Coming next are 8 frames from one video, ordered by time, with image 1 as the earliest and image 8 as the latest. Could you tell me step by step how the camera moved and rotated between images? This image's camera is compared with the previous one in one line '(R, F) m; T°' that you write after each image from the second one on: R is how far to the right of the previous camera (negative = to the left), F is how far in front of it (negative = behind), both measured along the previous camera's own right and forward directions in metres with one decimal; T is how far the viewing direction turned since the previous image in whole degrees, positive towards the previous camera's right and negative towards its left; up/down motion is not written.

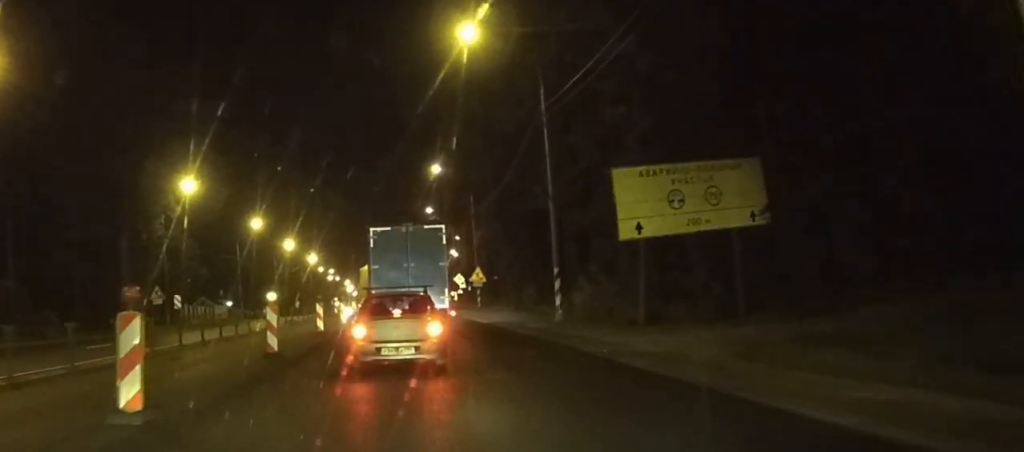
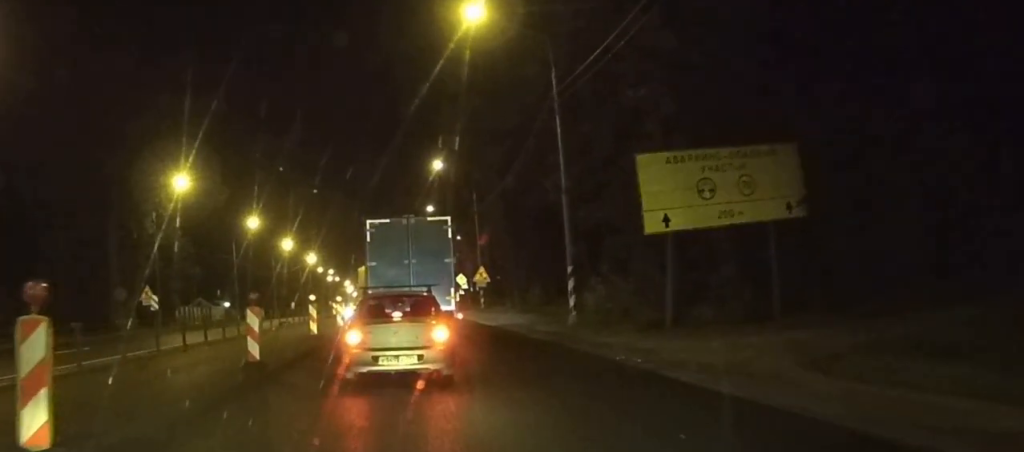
(0.0, +1.9) m; -1°
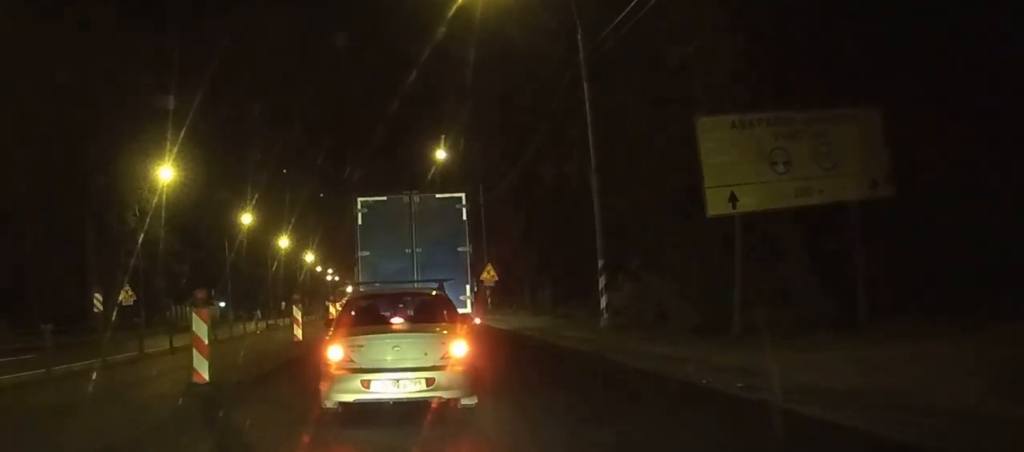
(-0.1, +3.1) m; -1°
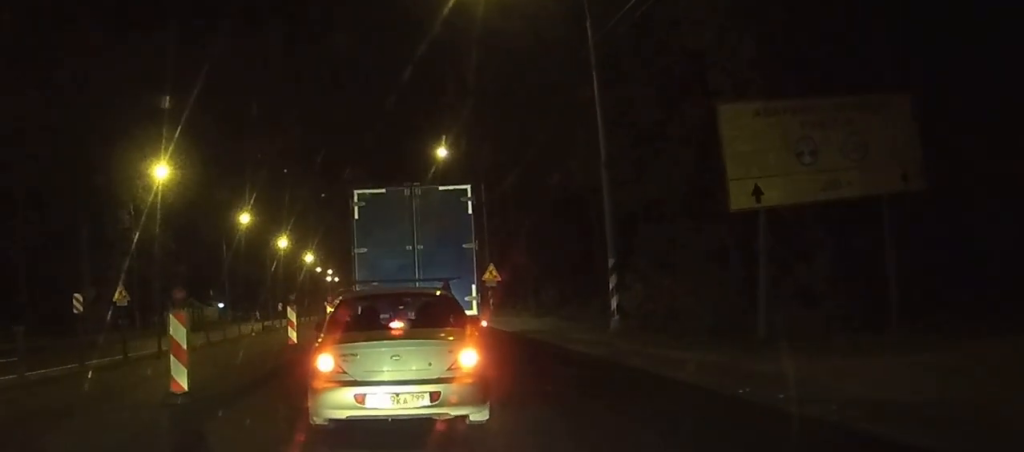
(0.0, +0.8) m; 0°
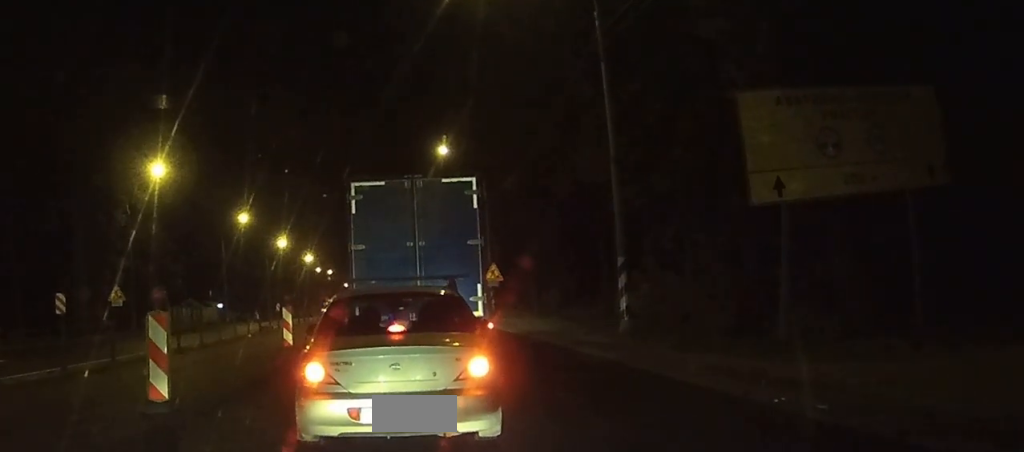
(-0.2, +0.5) m; 0°
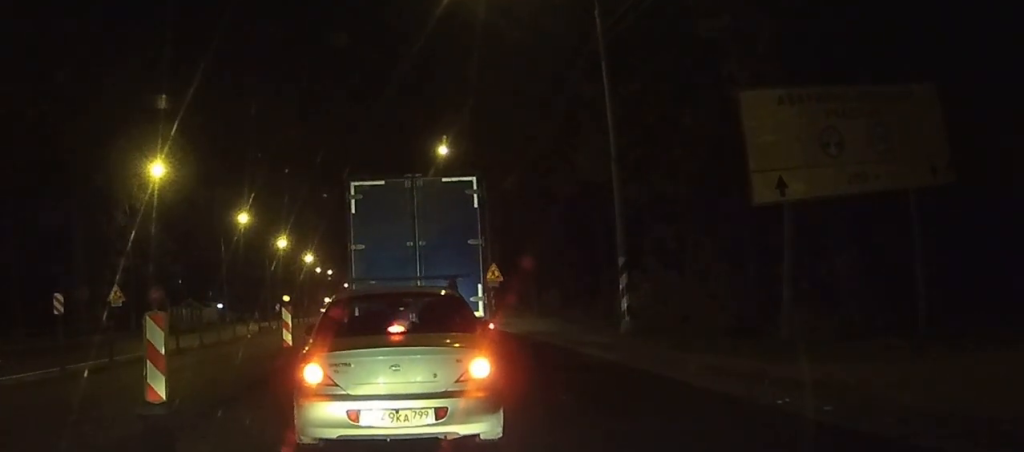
(-0.1, 0.0) m; 0°
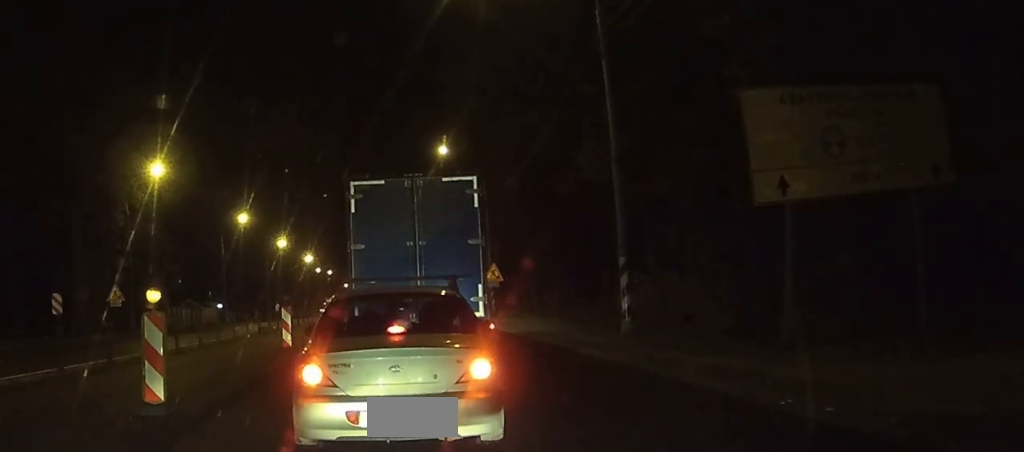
(-0.1, 0.0) m; 0°
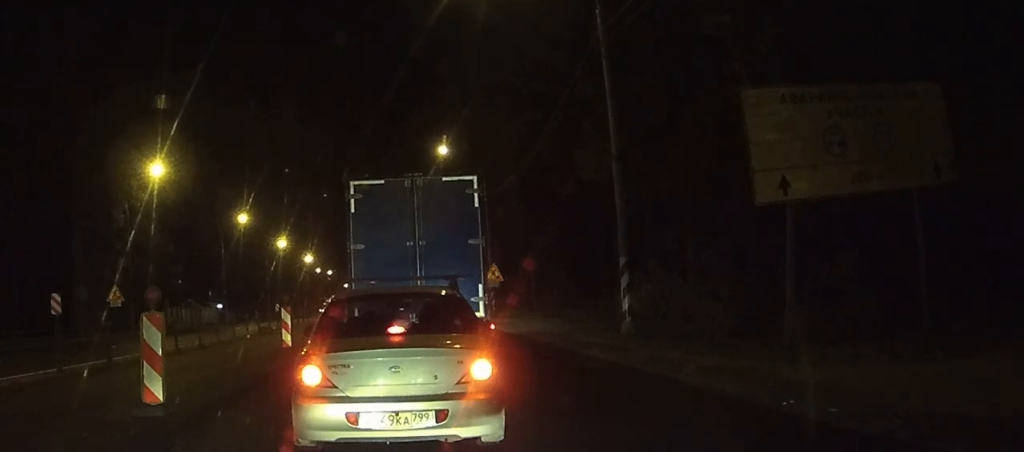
(0.0, 0.0) m; 0°
